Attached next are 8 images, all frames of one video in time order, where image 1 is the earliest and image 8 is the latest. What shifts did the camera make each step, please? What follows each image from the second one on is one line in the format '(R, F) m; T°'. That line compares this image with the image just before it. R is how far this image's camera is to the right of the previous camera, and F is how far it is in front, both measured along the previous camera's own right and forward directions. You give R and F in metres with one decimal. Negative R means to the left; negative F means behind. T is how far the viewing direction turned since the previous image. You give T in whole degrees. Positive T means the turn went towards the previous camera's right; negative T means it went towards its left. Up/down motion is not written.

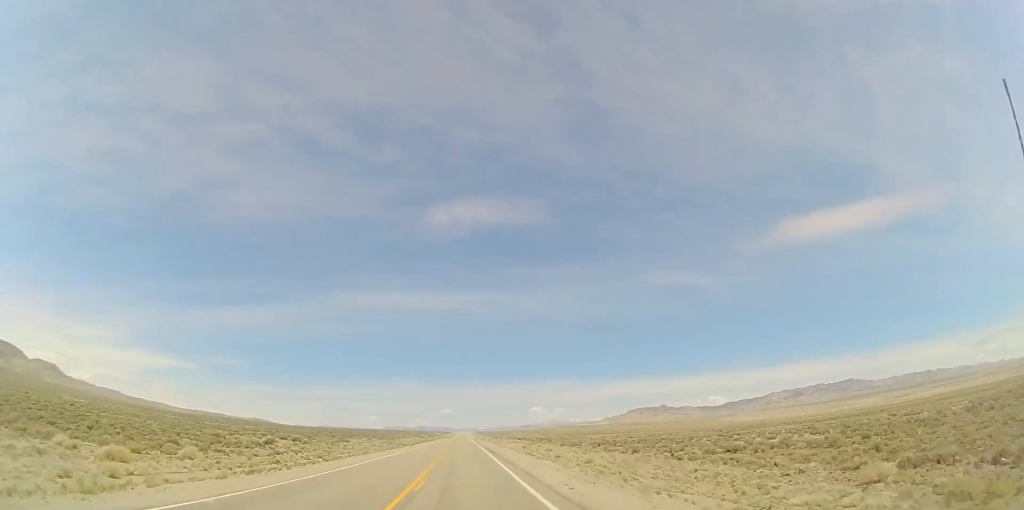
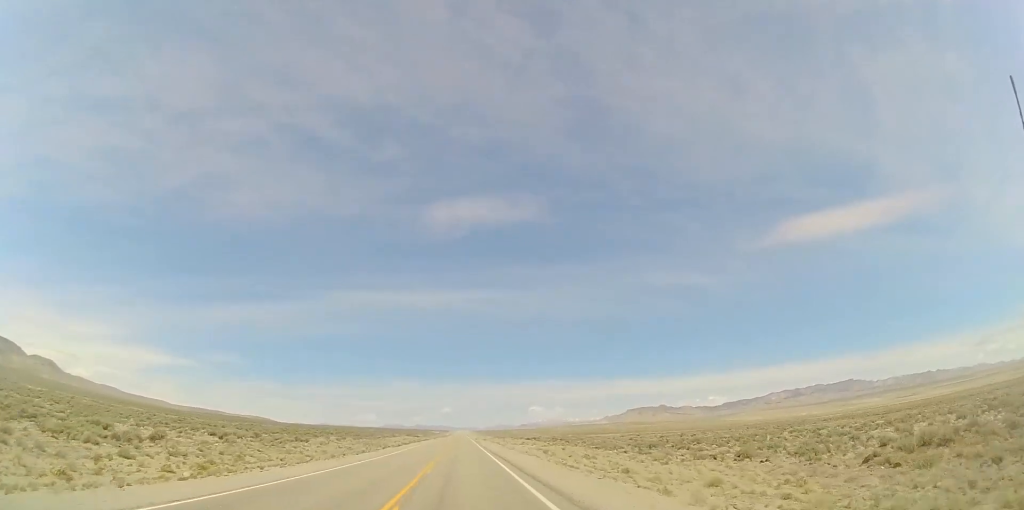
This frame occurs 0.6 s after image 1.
(0.0, +19.1) m; 0°
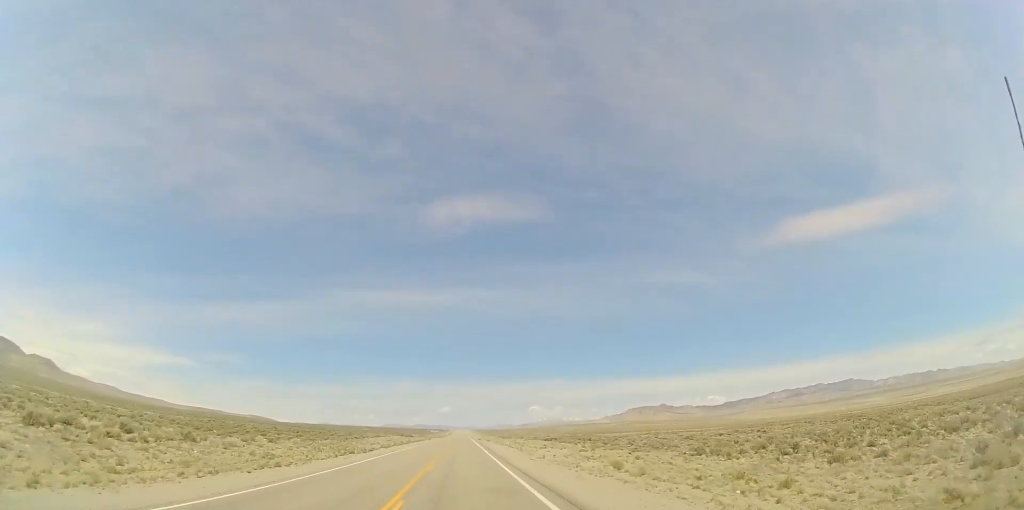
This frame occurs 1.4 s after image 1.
(0.0, +23.2) m; 0°
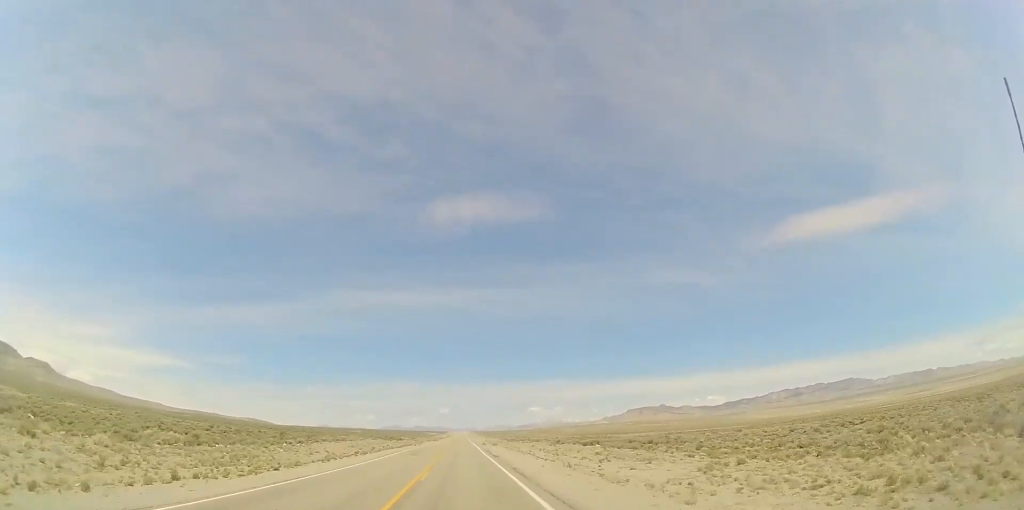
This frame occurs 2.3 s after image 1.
(-0.1, +27.5) m; 0°
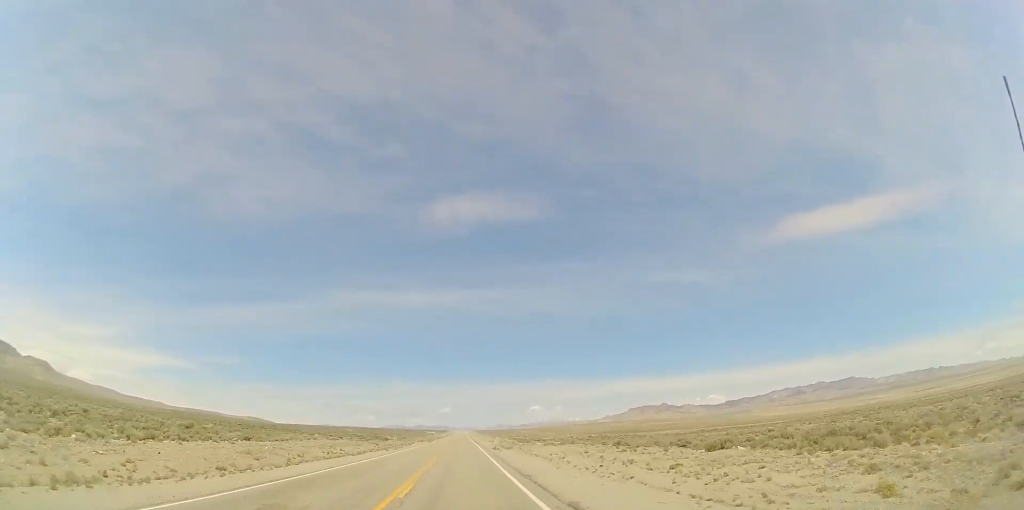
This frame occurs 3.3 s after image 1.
(+0.1, +29.6) m; +1°
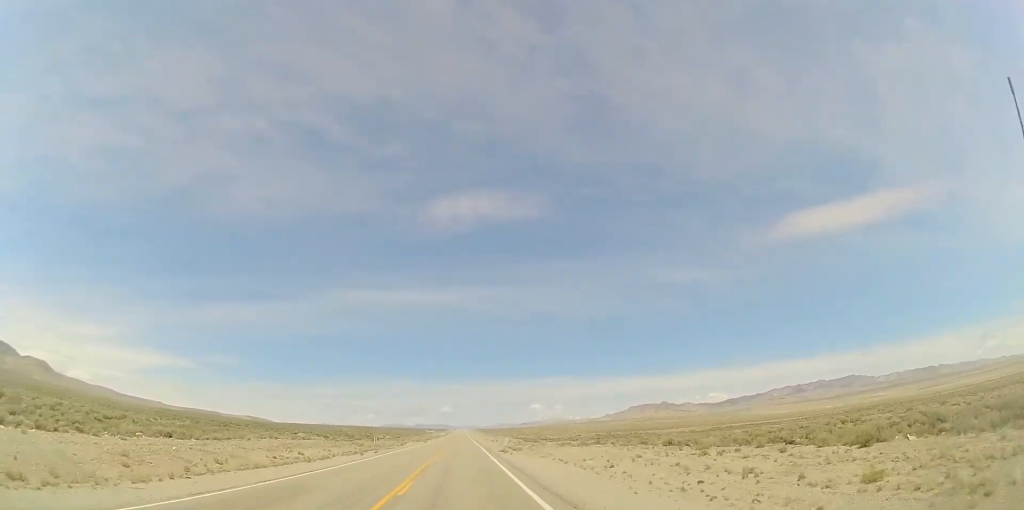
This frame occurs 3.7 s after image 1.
(+0.1, +12.2) m; 0°
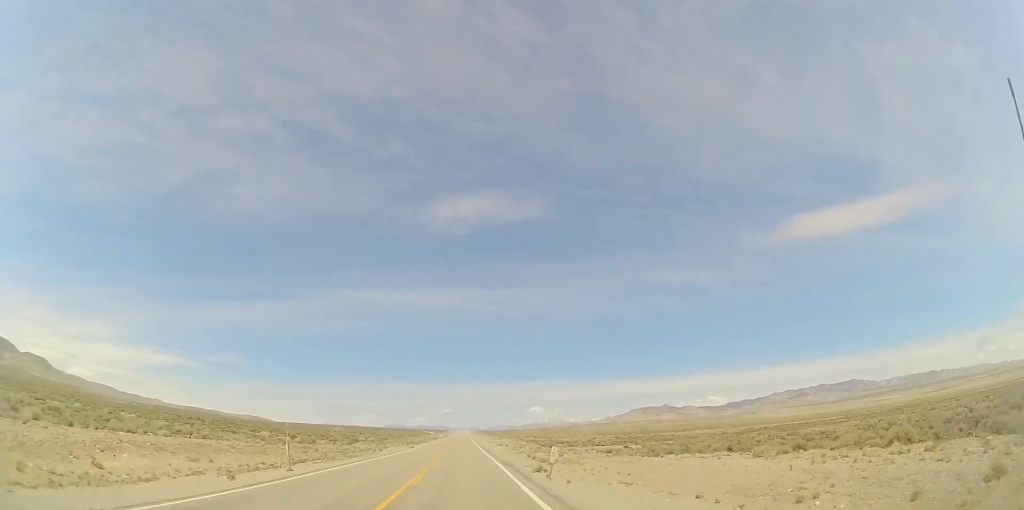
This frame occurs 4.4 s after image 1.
(+0.1, +21.4) m; 0°
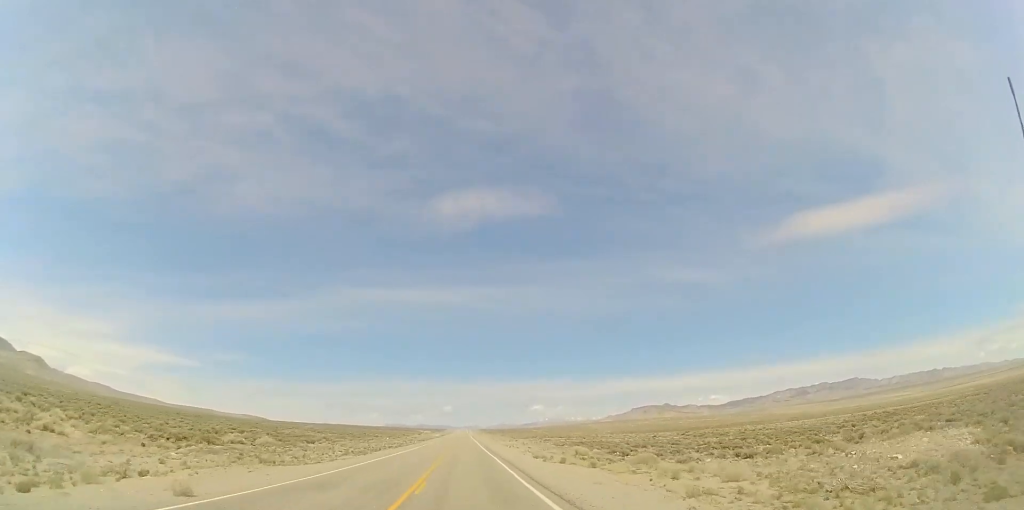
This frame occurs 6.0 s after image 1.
(0.0, +51.2) m; 0°
